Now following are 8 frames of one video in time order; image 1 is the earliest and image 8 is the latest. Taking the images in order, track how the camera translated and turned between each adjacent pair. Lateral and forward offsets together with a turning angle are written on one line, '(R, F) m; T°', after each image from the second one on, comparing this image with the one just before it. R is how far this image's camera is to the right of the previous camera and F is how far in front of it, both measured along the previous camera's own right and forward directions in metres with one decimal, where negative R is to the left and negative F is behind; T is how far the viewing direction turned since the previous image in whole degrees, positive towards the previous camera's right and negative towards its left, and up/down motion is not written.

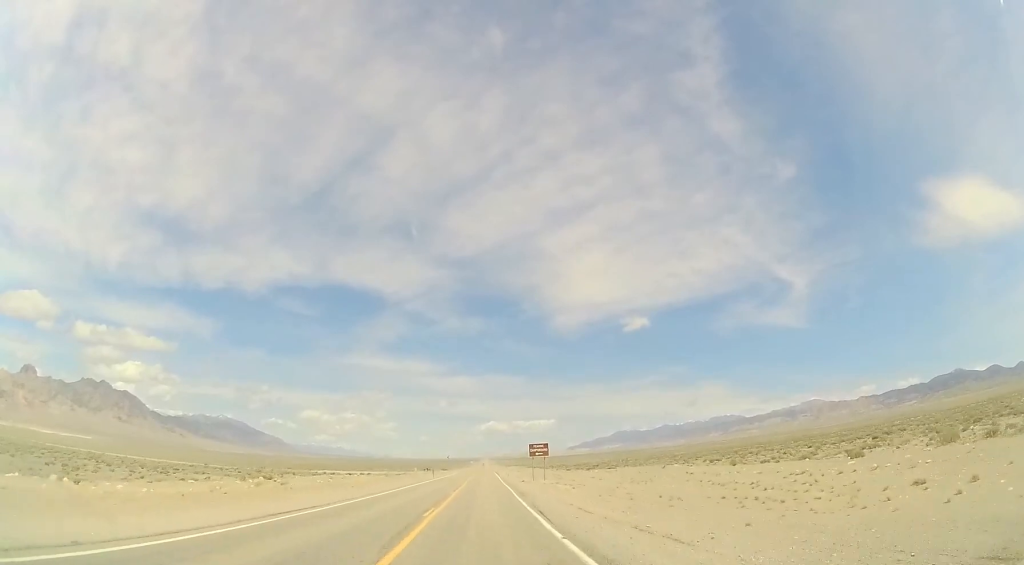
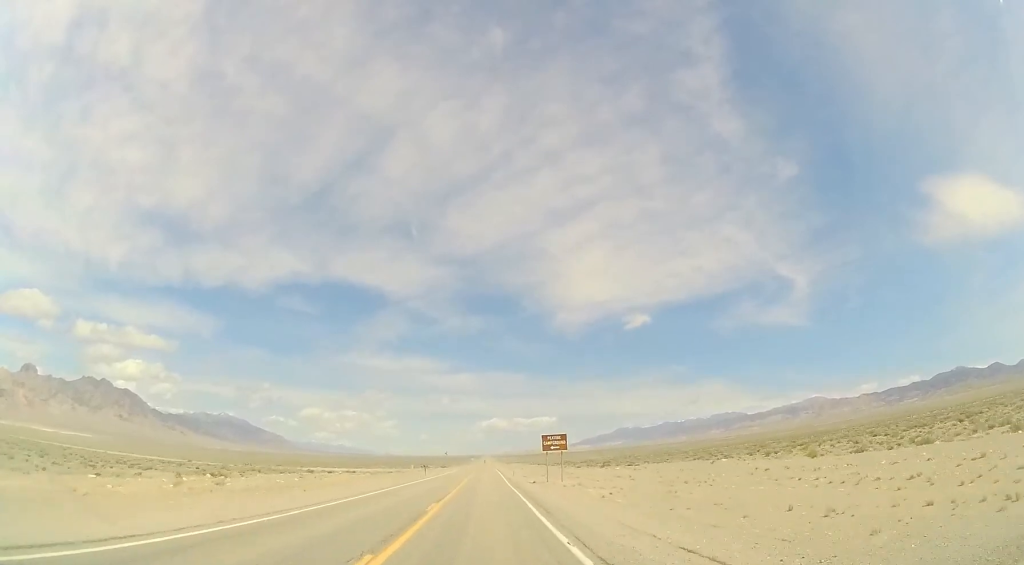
(+0.1, +12.2) m; 0°
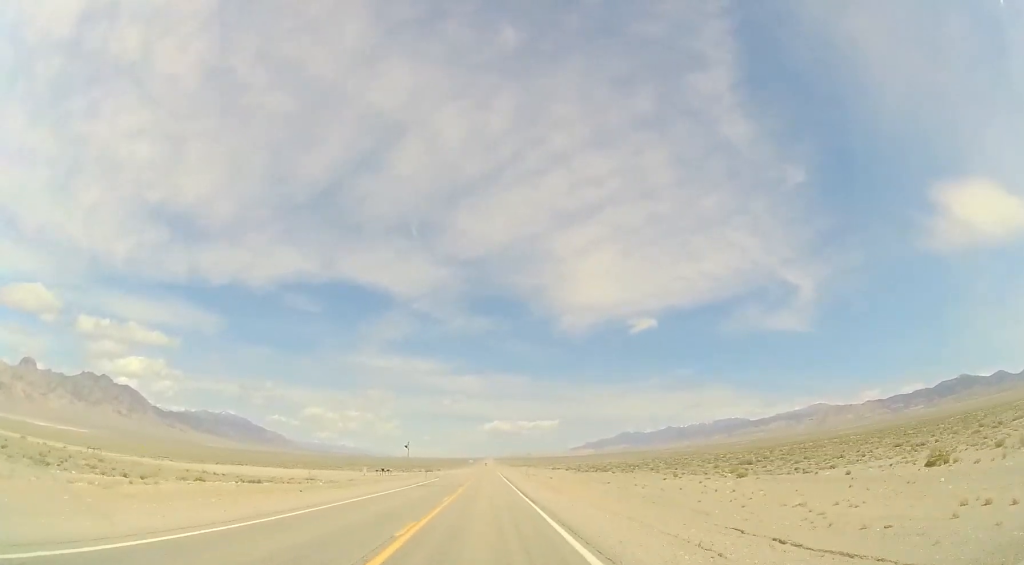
(-1.4, +67.4) m; -1°
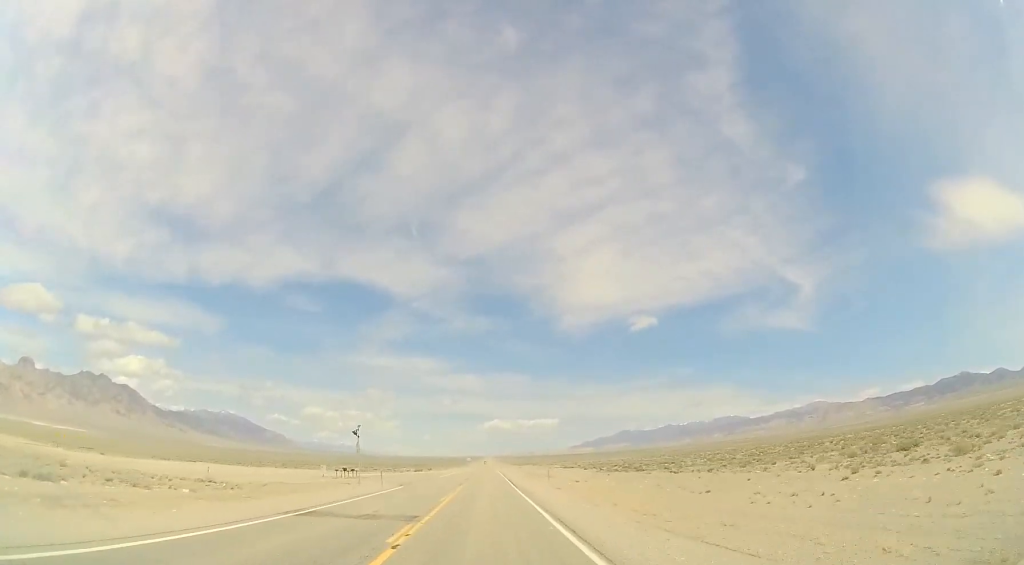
(+0.4, +25.5) m; +1°
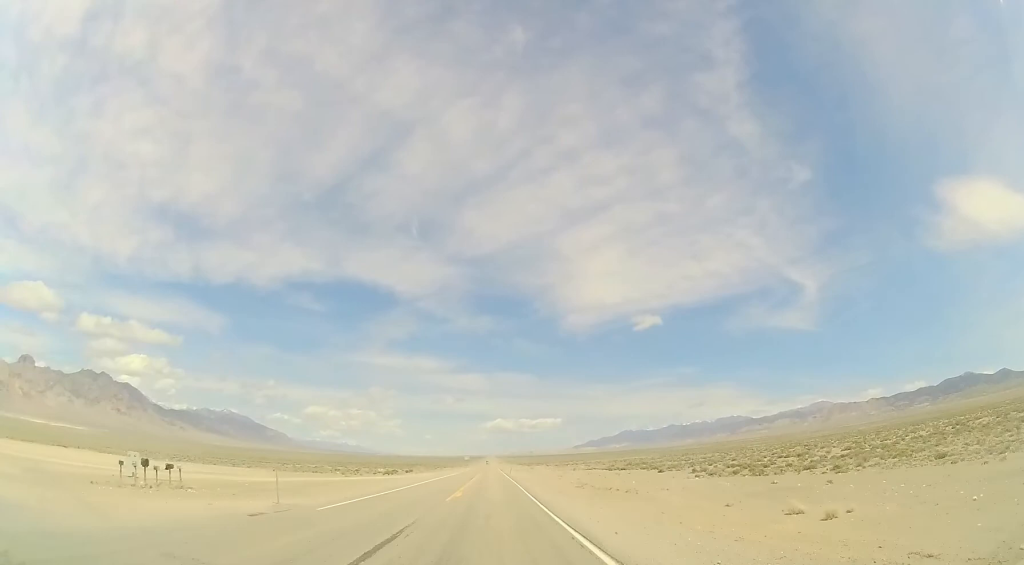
(+0.3, +45.0) m; -1°
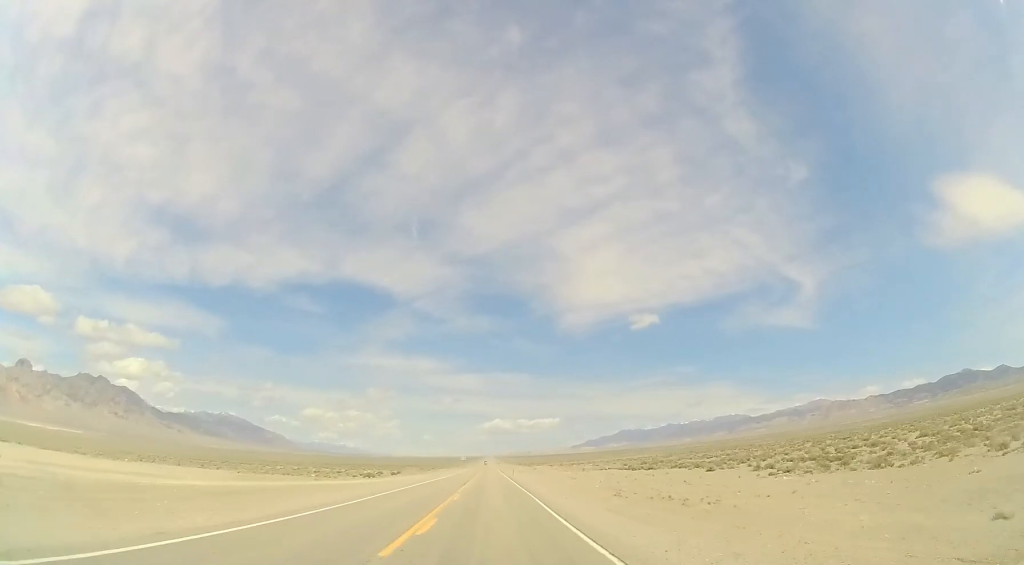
(-0.1, +14.4) m; 0°
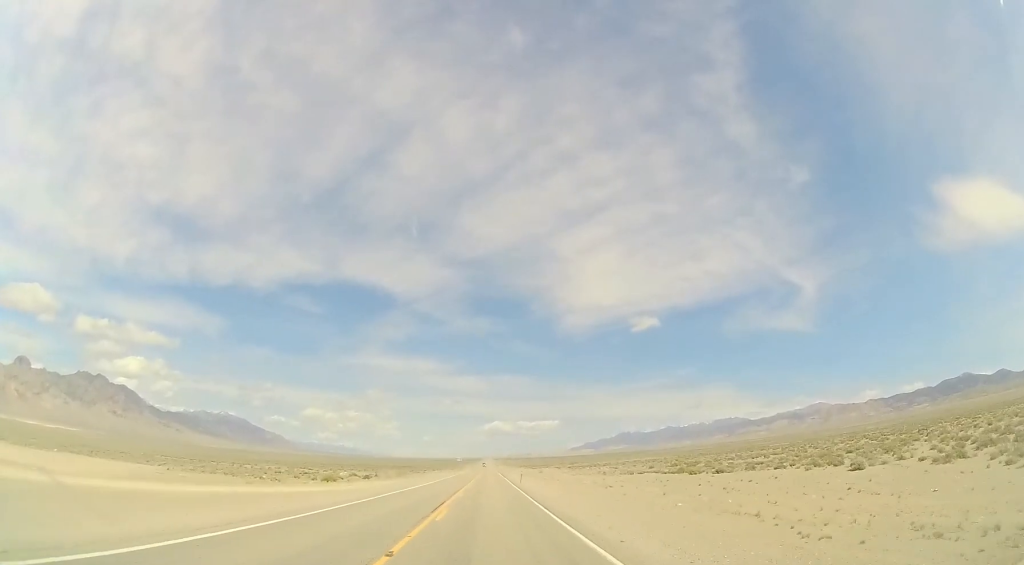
(-0.2, +20.5) m; 0°
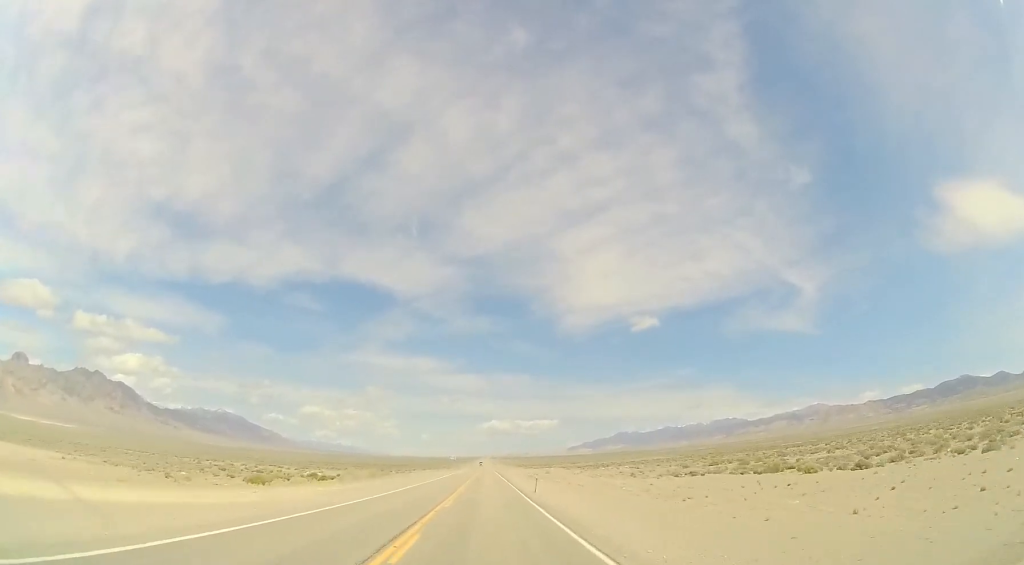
(+0.1, +19.6) m; 0°
